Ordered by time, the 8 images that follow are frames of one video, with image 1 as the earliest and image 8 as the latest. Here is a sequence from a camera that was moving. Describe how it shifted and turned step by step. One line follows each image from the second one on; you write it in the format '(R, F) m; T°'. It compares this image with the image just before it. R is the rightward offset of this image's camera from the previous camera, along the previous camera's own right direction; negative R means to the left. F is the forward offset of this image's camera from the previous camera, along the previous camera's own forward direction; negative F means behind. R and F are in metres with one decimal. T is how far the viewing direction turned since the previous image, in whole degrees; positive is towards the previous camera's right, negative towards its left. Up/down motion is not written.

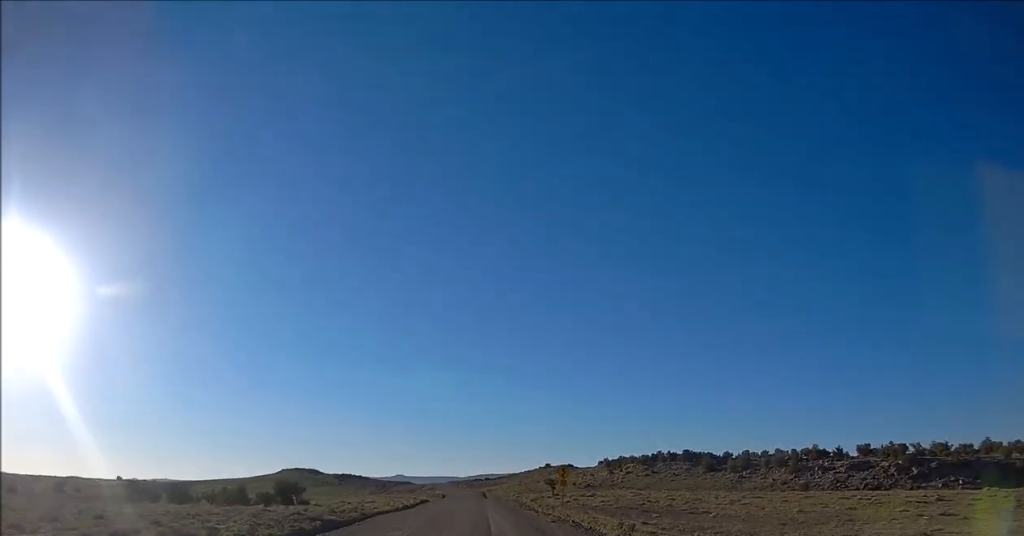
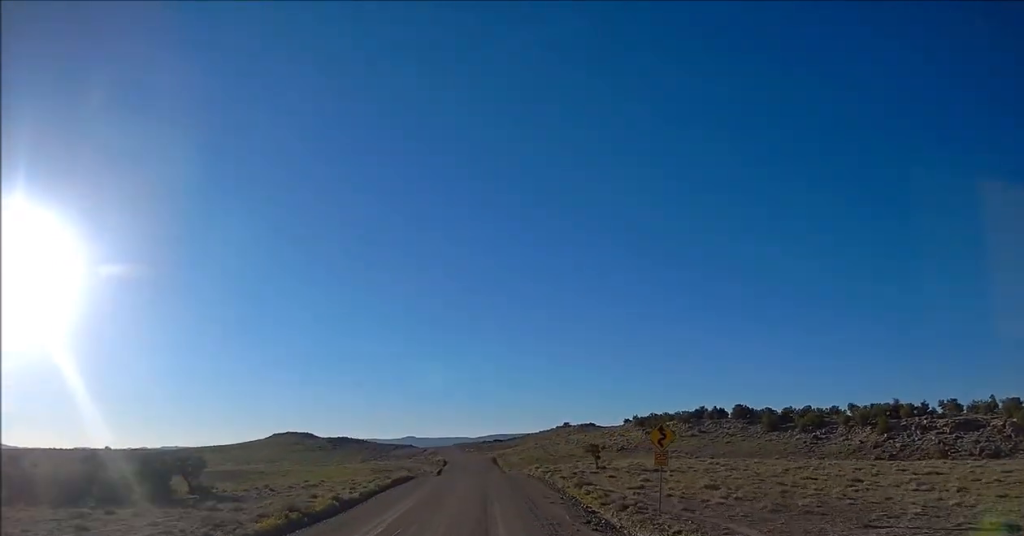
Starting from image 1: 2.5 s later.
(-1.2, +27.0) m; -2°
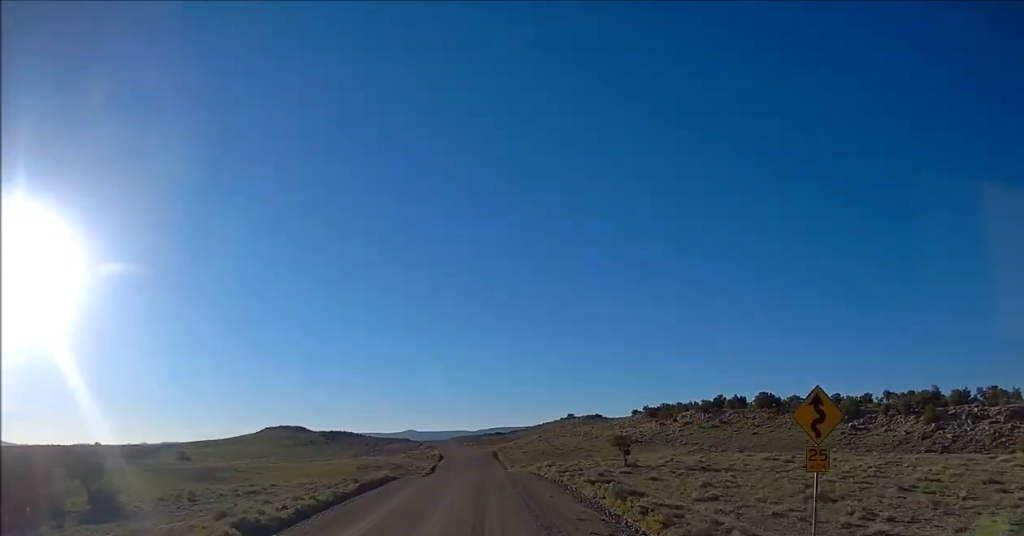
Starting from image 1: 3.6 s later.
(+0.3, +10.9) m; +1°
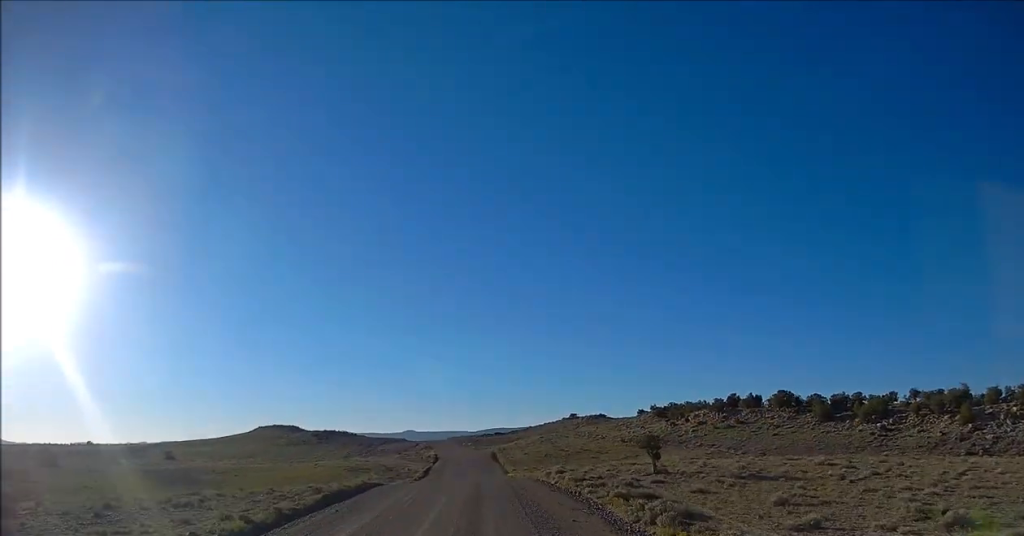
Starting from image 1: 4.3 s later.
(+0.2, +7.2) m; 0°
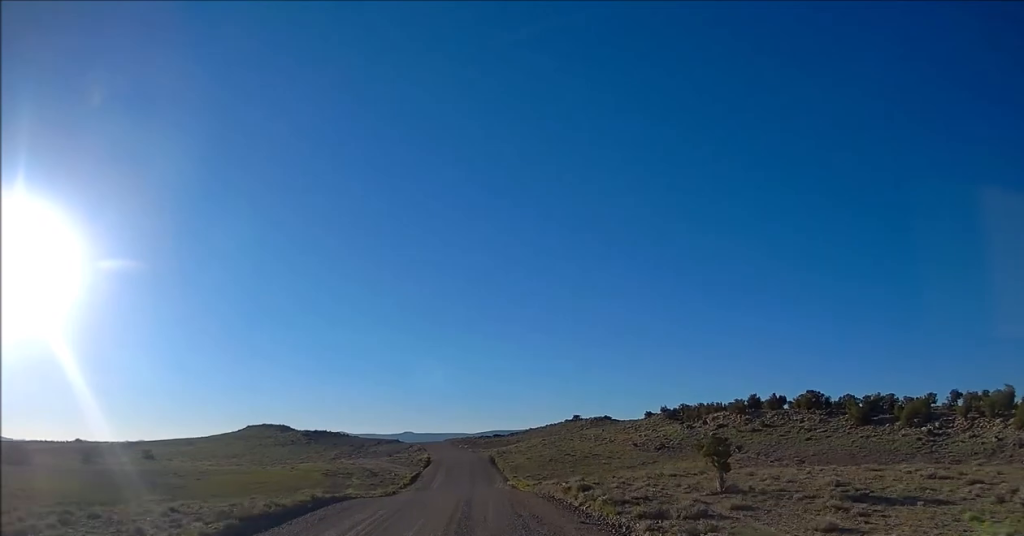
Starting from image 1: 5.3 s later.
(-0.3, +10.1) m; -2°
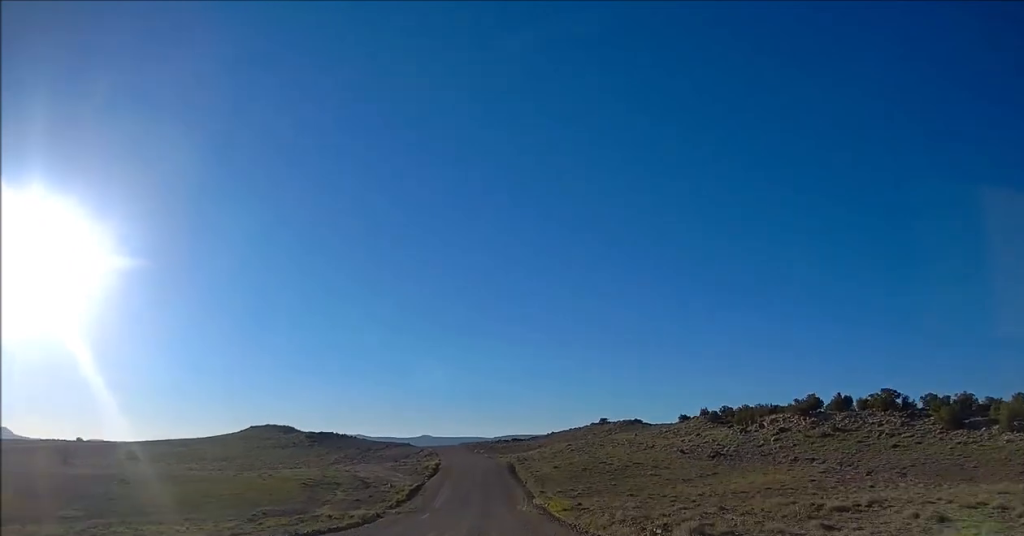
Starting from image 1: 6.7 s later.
(-0.1, +15.6) m; 0°
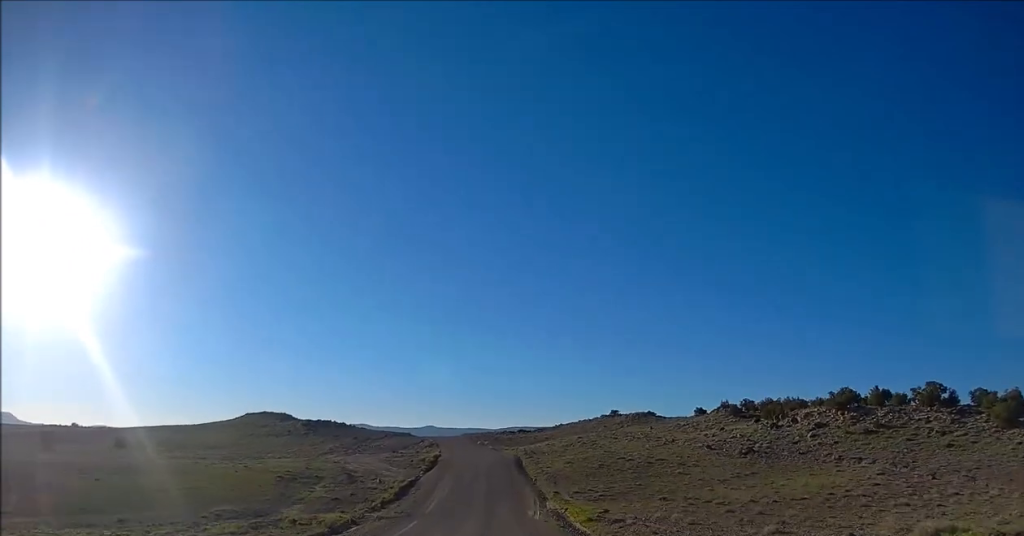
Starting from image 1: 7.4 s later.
(+0.1, +8.3) m; -1°
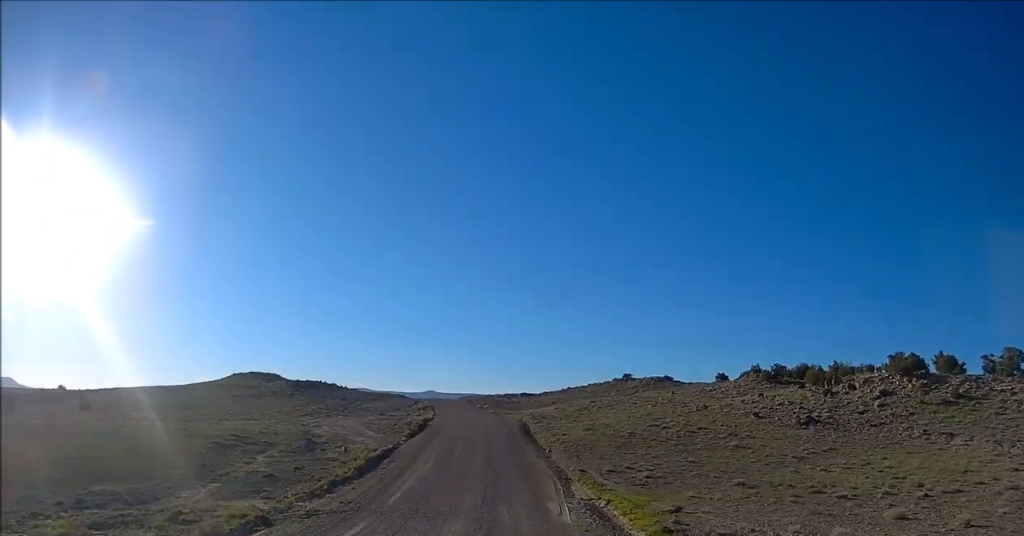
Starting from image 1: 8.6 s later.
(-0.2, +12.6) m; -1°
